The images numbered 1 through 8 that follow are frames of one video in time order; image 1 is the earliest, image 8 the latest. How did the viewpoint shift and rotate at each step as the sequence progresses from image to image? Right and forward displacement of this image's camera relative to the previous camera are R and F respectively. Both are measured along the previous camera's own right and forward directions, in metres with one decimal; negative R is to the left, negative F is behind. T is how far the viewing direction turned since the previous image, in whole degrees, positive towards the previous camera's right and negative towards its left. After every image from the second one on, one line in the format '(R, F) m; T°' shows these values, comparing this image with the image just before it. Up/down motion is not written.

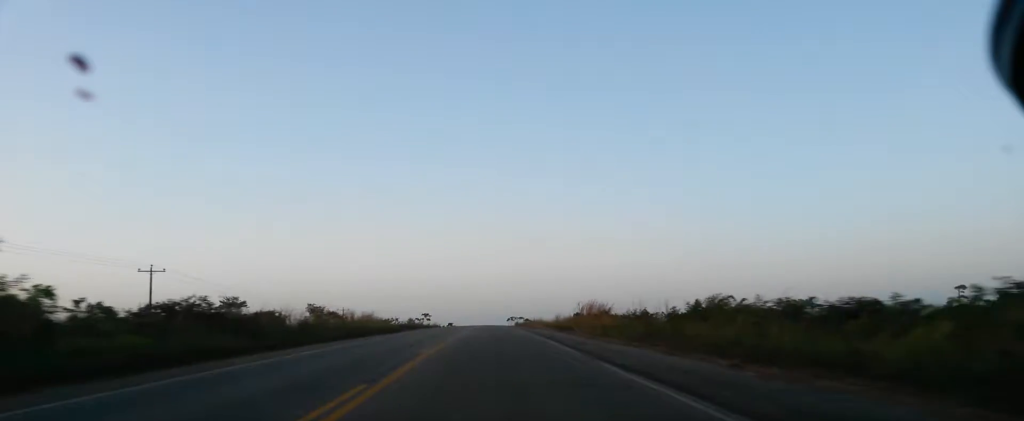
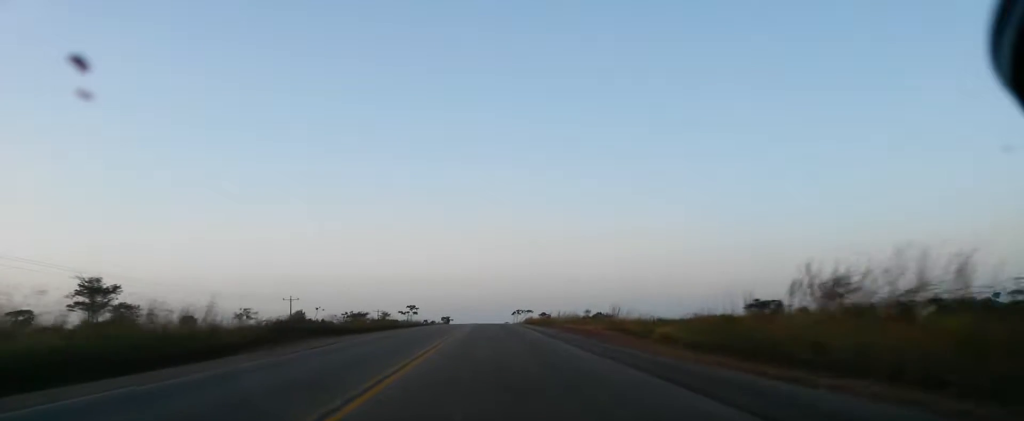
(0.0, +48.5) m; 0°
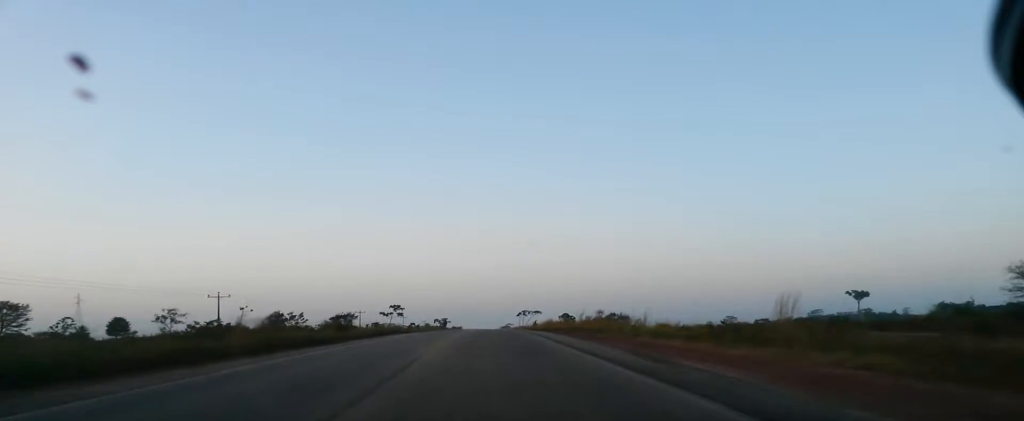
(0.0, +34.6) m; 0°
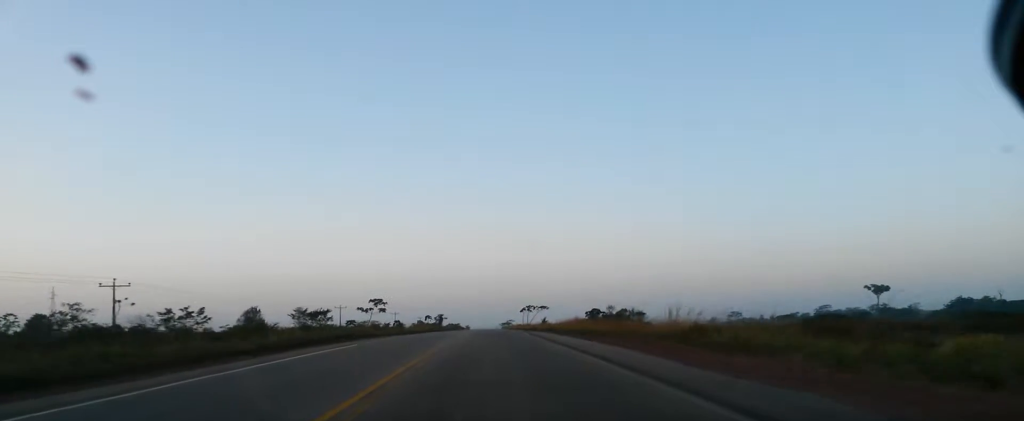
(0.0, +26.1) m; 0°
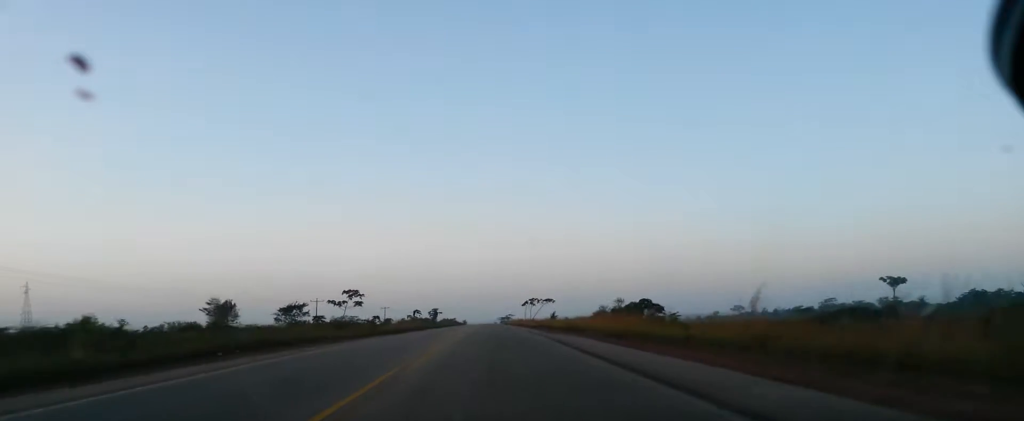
(0.0, +21.8) m; 0°
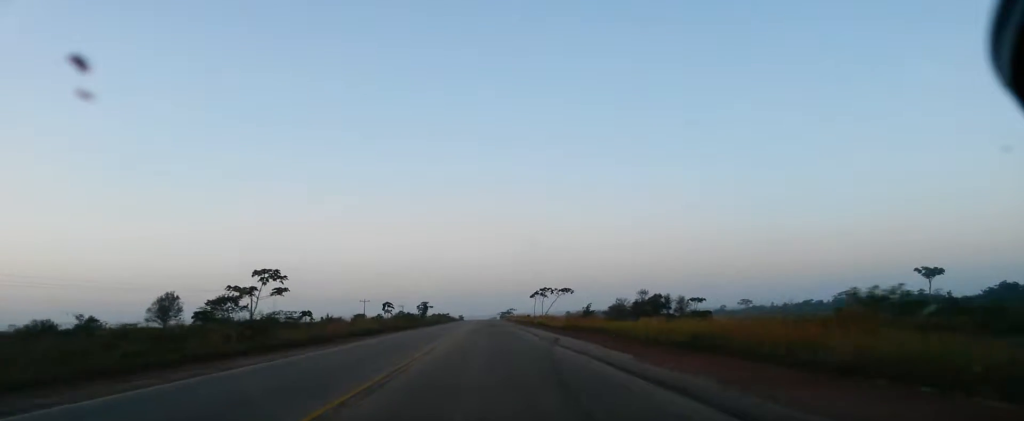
(0.0, +39.4) m; 0°
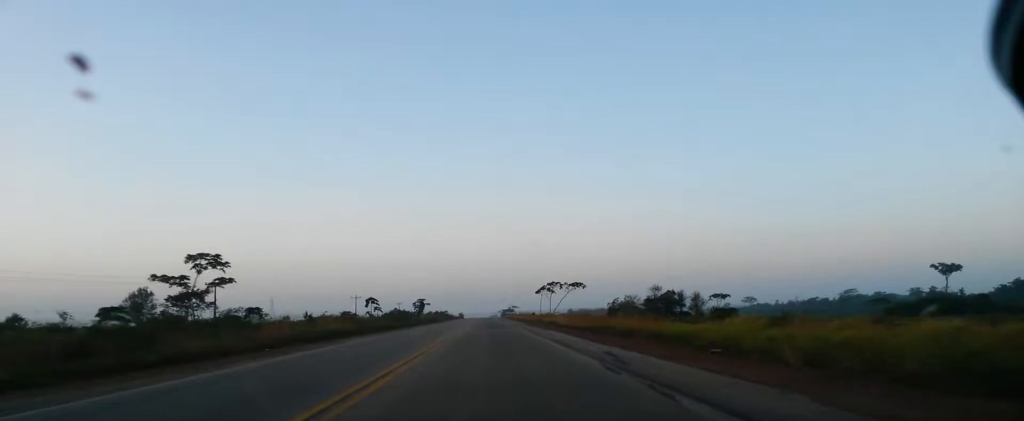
(0.0, +14.6) m; 0°
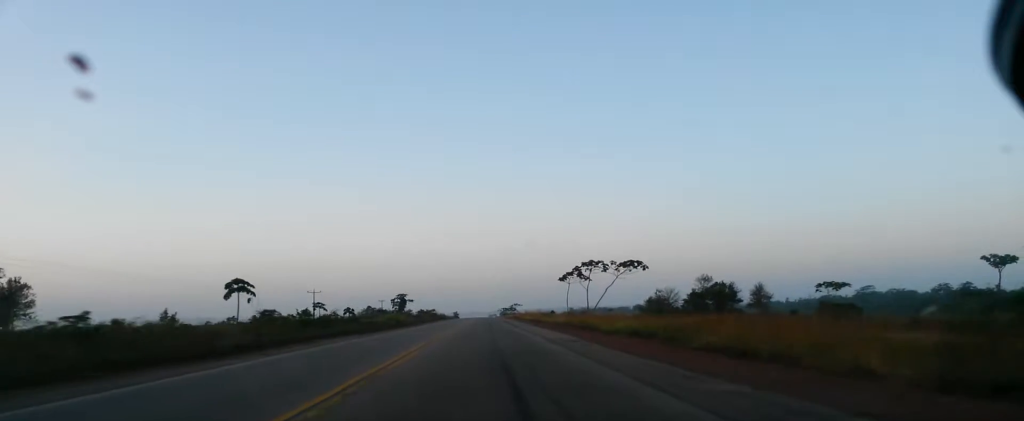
(0.0, +45.2) m; 0°
